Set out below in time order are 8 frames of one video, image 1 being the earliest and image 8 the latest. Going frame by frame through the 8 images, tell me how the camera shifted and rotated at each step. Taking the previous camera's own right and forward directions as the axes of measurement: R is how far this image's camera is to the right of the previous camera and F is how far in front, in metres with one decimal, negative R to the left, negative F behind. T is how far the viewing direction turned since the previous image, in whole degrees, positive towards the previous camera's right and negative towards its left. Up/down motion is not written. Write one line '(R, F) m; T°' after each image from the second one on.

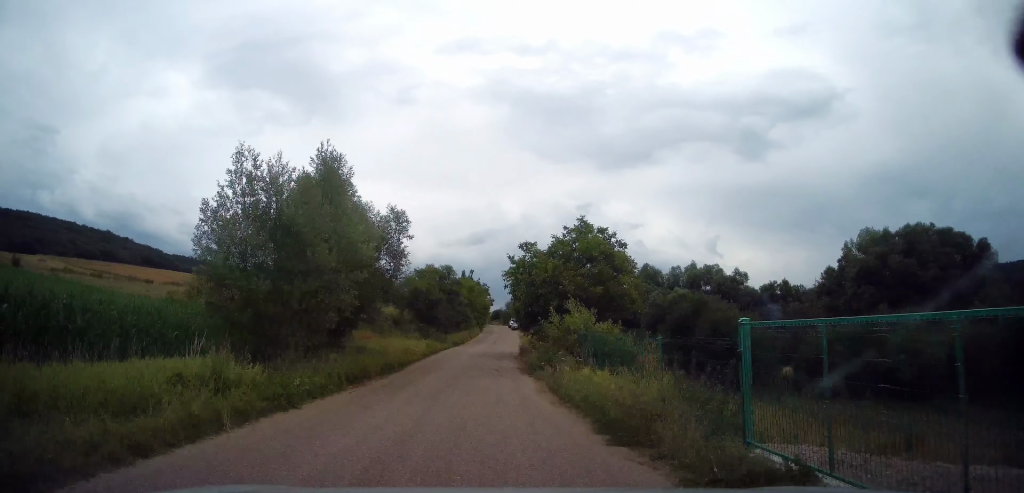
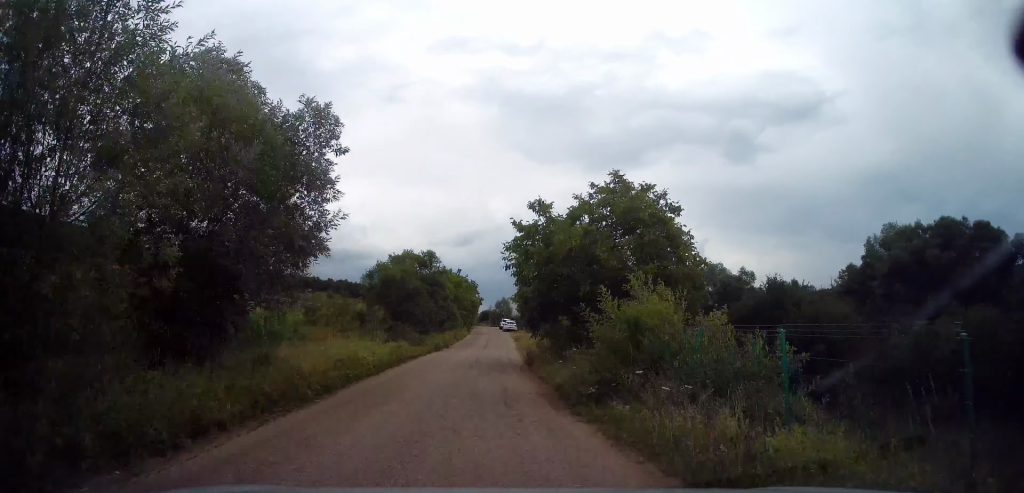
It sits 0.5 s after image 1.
(+0.2, +8.3) m; +2°
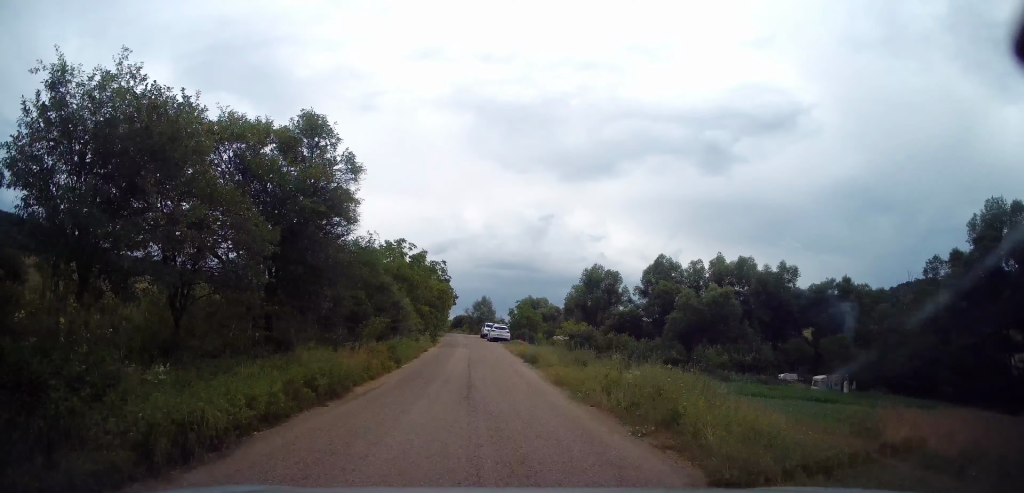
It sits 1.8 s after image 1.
(+1.0, +24.1) m; +3°
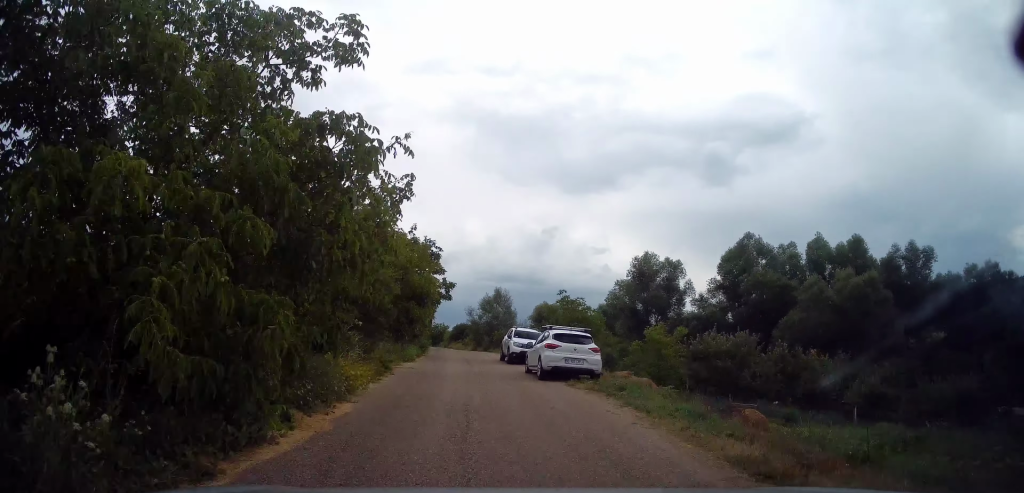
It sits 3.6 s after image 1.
(-0.7, +29.2) m; -2°
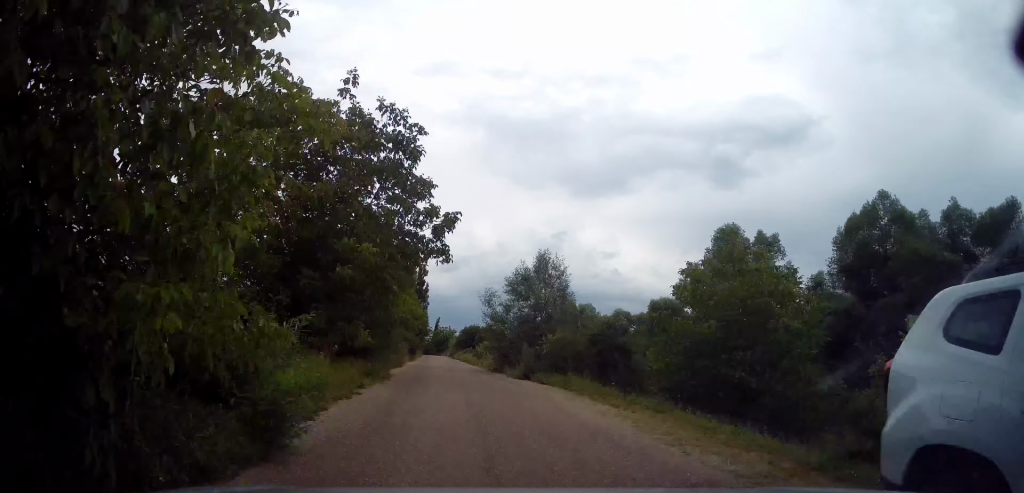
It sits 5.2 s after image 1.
(+0.2, +24.7) m; +2°
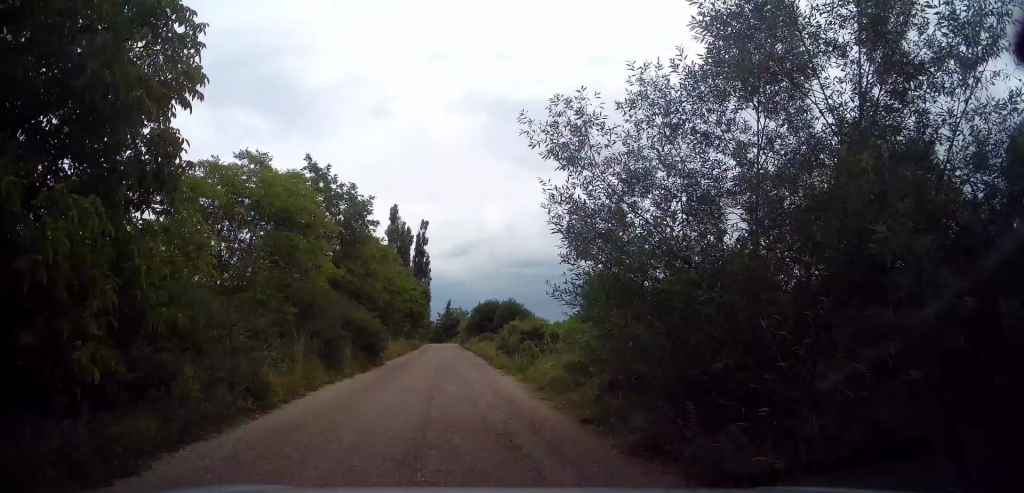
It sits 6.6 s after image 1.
(-0.2, +21.6) m; -4°
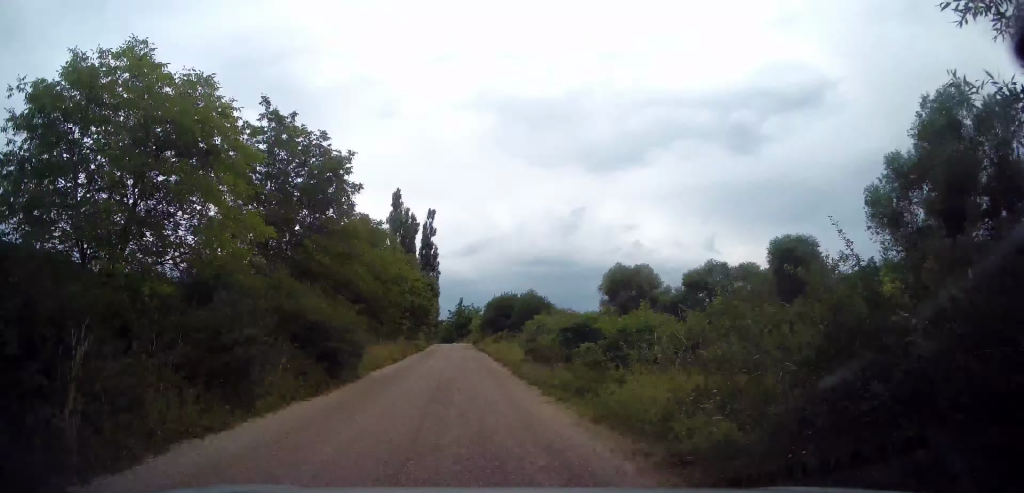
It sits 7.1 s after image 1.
(0.0, +7.3) m; -2°
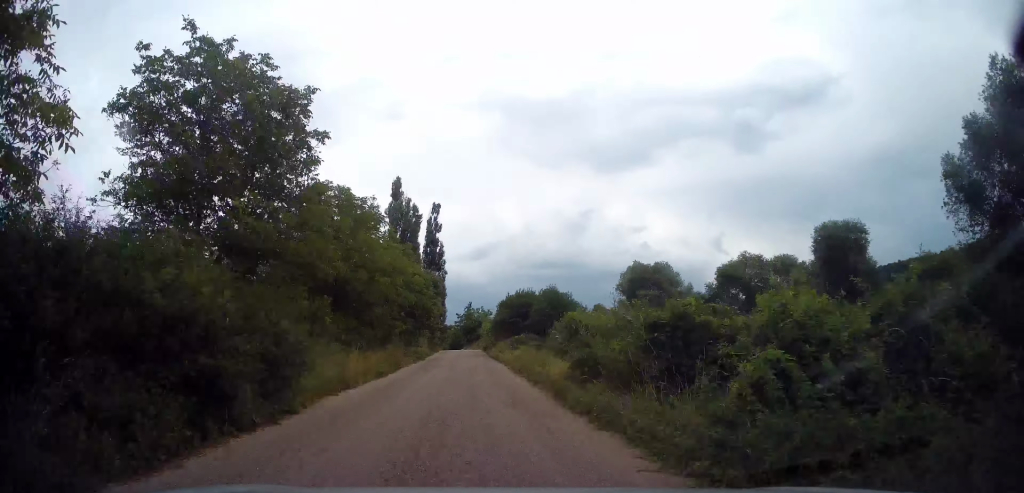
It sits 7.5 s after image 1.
(-0.2, +6.4) m; 0°
